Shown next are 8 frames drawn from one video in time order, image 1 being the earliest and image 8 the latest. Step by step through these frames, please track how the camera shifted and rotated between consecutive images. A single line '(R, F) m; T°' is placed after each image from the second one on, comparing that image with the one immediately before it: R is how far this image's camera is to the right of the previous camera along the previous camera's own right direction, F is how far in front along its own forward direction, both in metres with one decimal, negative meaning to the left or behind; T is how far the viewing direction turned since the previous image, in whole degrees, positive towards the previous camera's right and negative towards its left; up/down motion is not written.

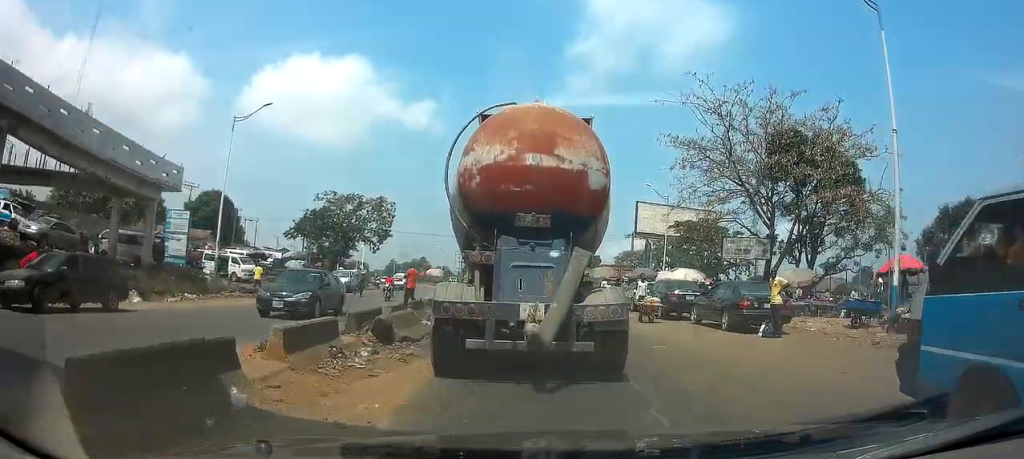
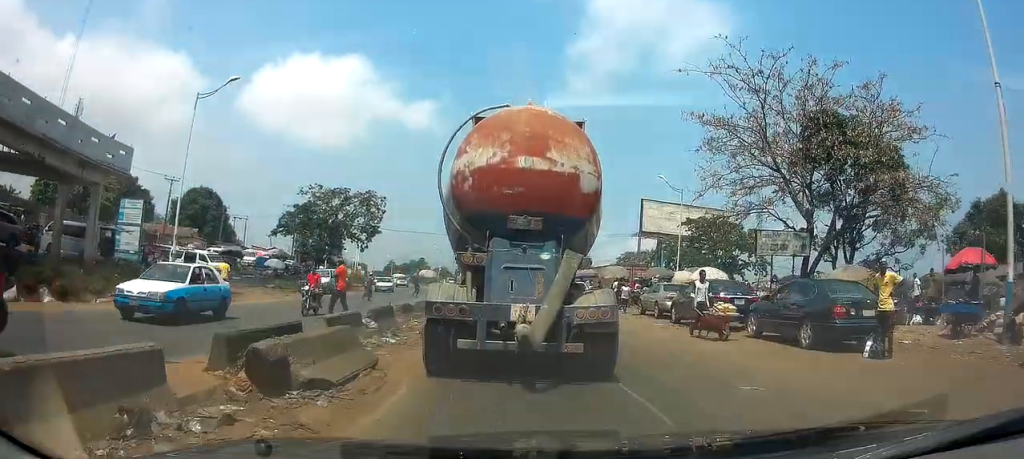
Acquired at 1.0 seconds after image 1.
(0.0, +5.2) m; -1°
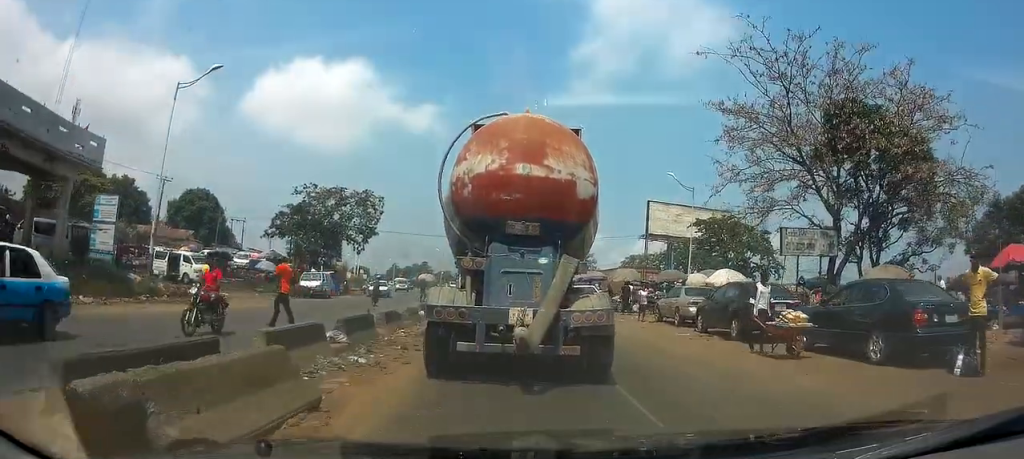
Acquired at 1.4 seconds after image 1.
(0.0, +2.6) m; -1°
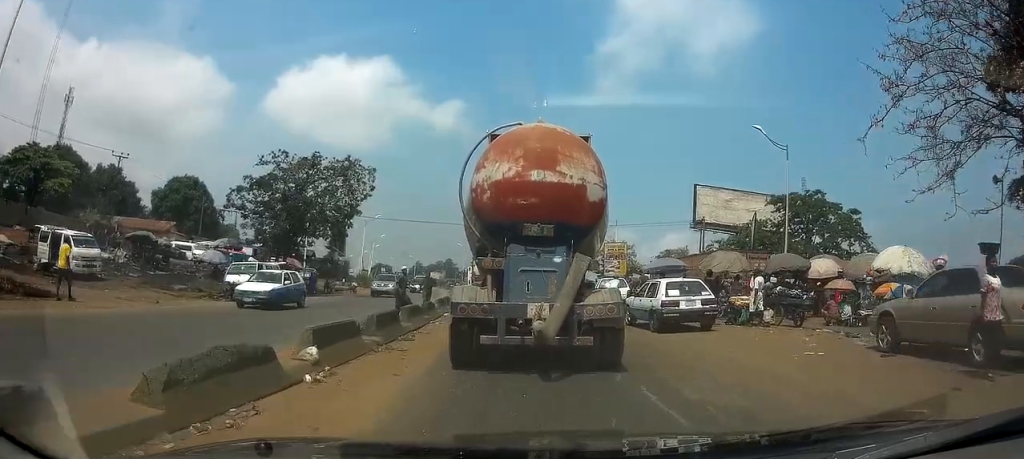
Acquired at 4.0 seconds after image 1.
(-0.1, +14.2) m; -1°
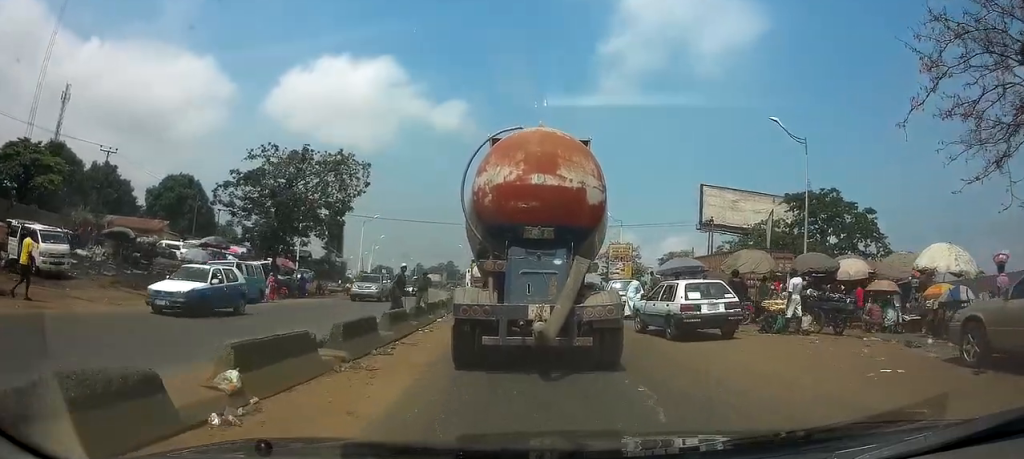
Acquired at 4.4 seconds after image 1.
(0.0, +2.6) m; 0°
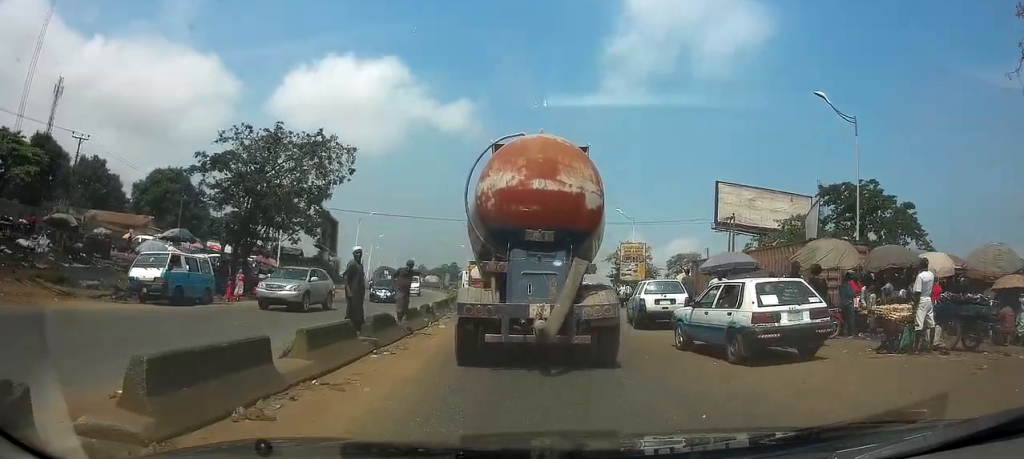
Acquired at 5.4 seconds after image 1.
(-0.1, +5.6) m; -1°
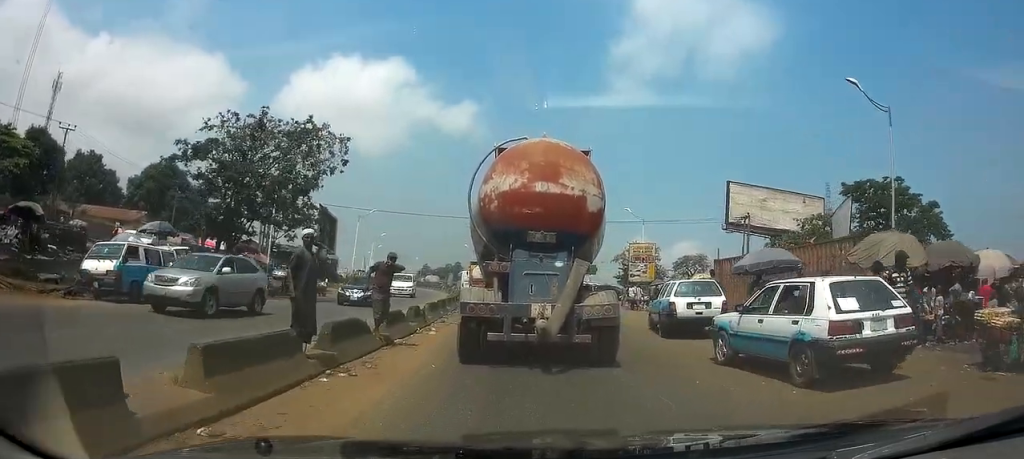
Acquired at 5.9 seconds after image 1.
(0.0, +3.1) m; 0°
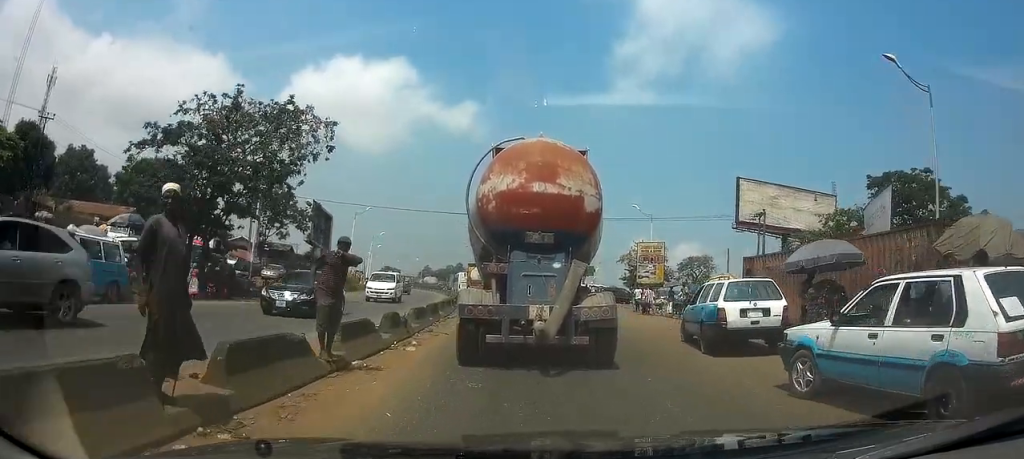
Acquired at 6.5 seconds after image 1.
(0.0, +3.3) m; 0°
